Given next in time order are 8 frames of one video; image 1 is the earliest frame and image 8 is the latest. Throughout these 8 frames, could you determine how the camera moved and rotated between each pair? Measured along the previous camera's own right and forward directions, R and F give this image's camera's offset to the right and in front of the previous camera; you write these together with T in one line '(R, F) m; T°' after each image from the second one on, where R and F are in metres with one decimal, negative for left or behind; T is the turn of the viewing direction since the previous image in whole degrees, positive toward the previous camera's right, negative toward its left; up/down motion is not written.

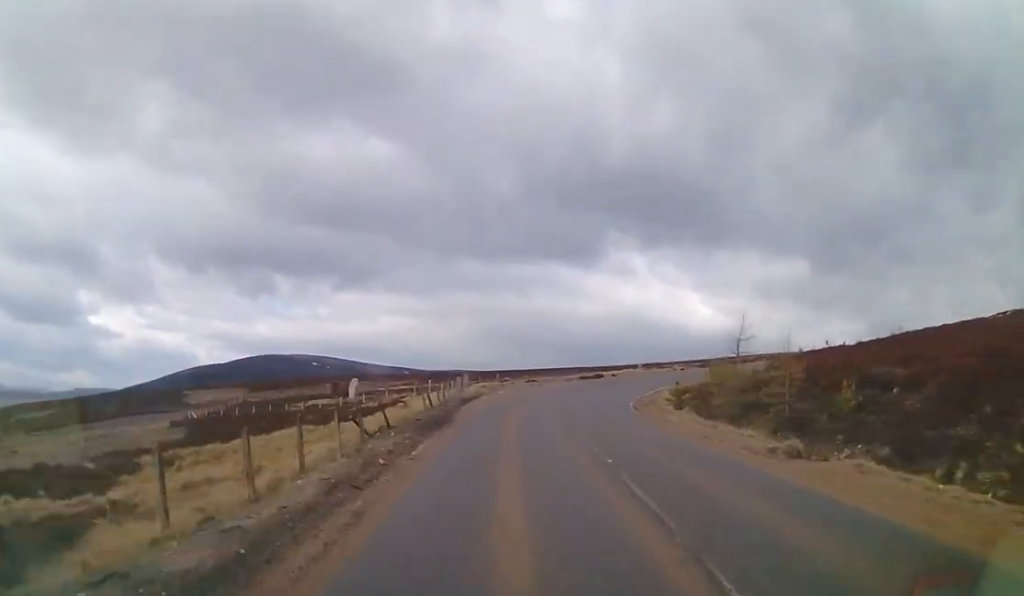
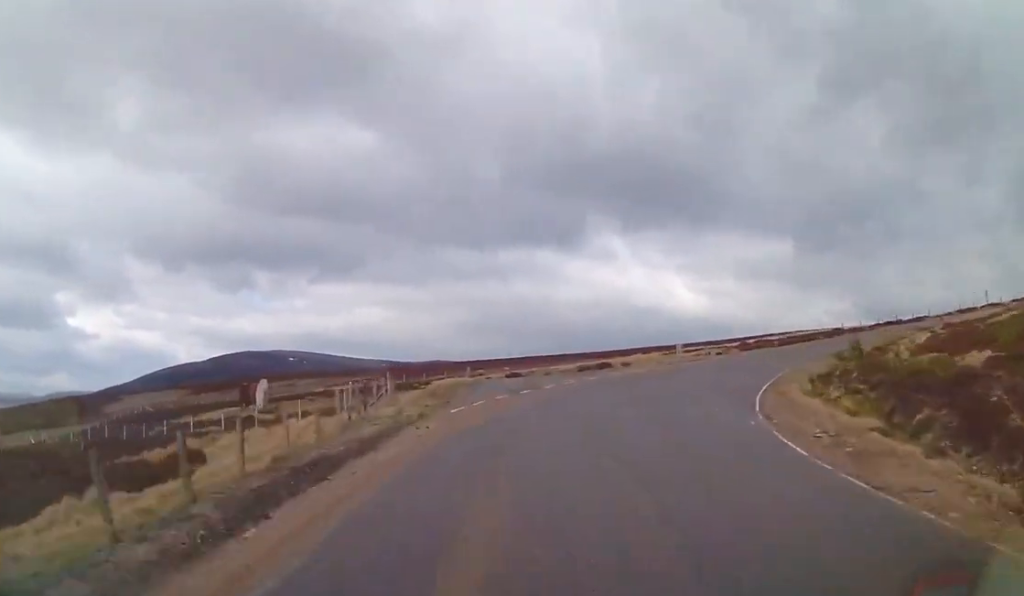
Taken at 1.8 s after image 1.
(-0.5, +19.5) m; +10°
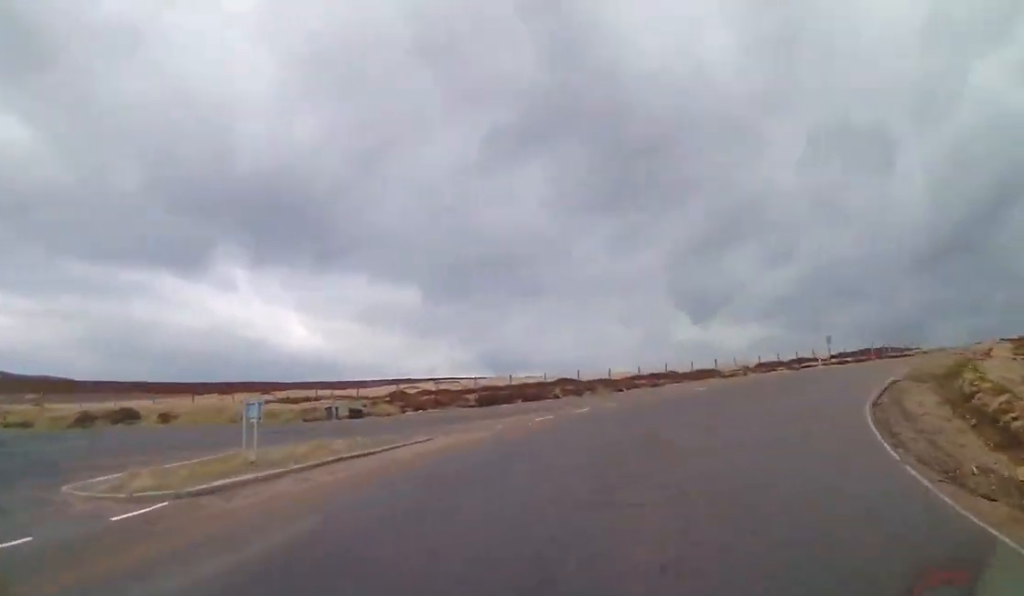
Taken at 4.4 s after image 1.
(+5.8, +26.1) m; +29°
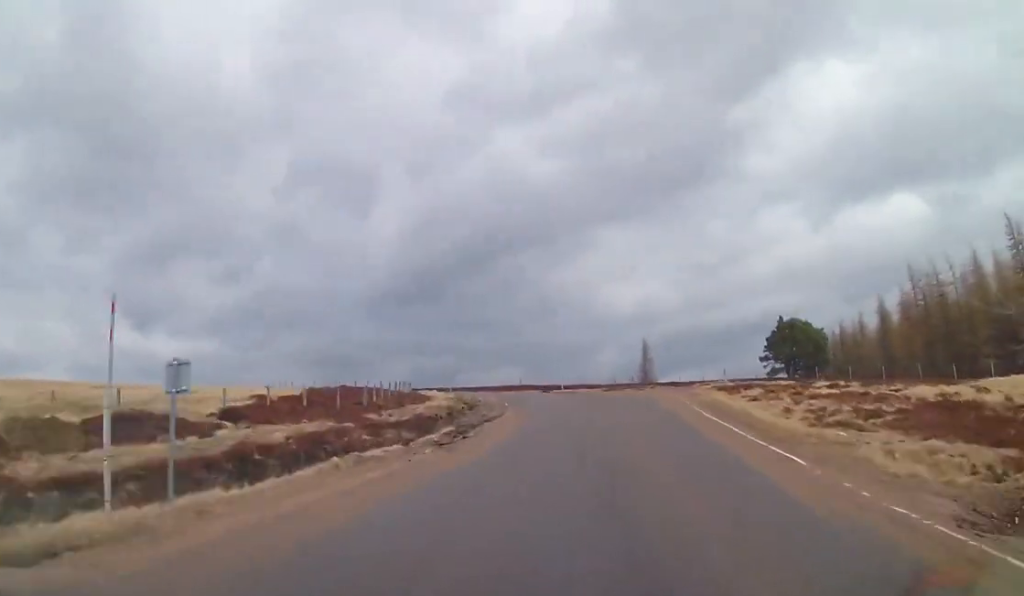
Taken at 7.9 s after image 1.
(+11.7, +30.0) m; +33°
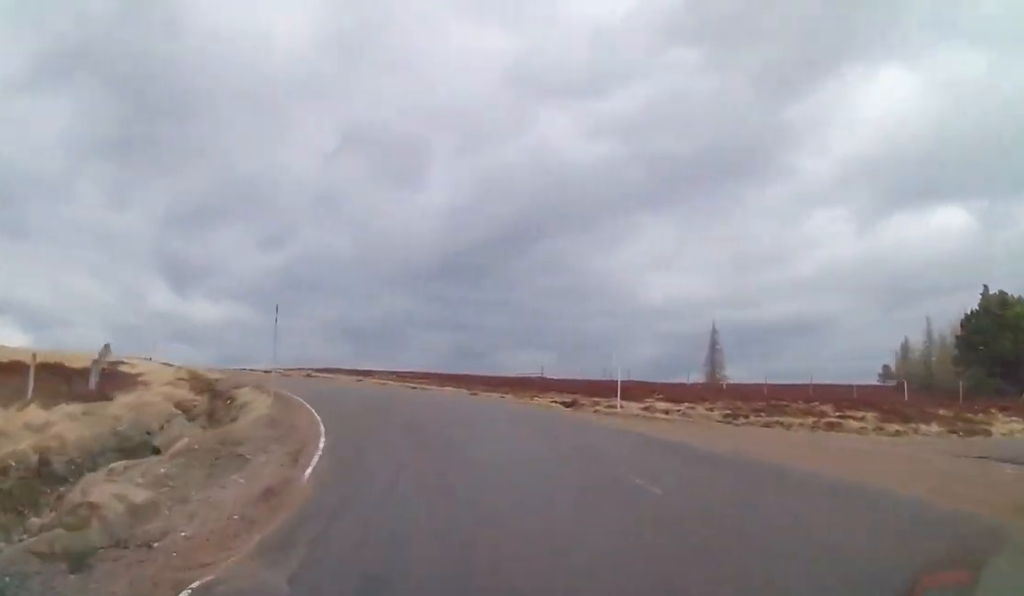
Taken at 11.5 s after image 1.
(+4.2, +34.4) m; -3°
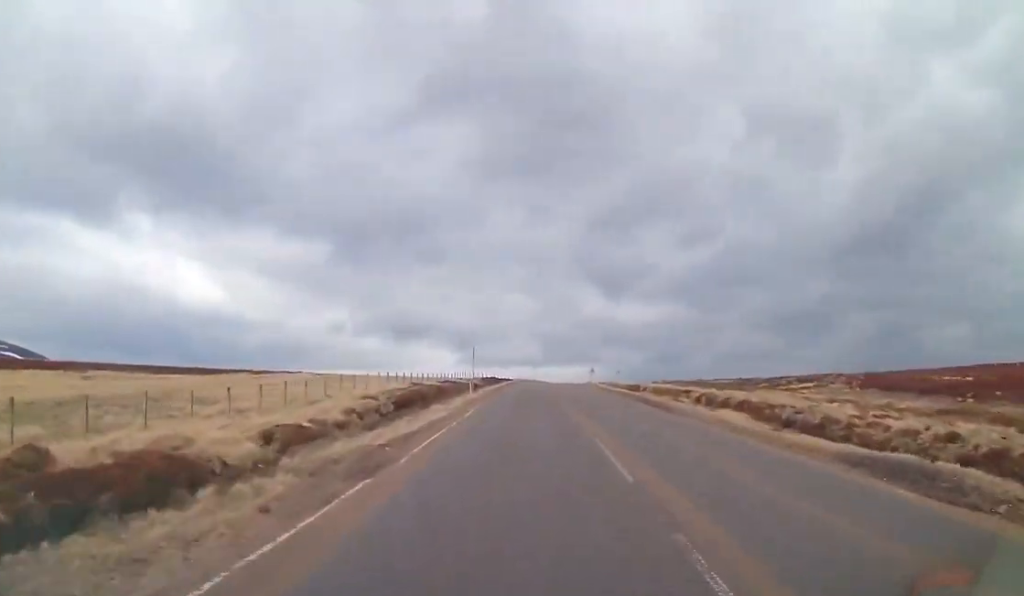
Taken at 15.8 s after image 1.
(-11.2, +41.0) m; -22°
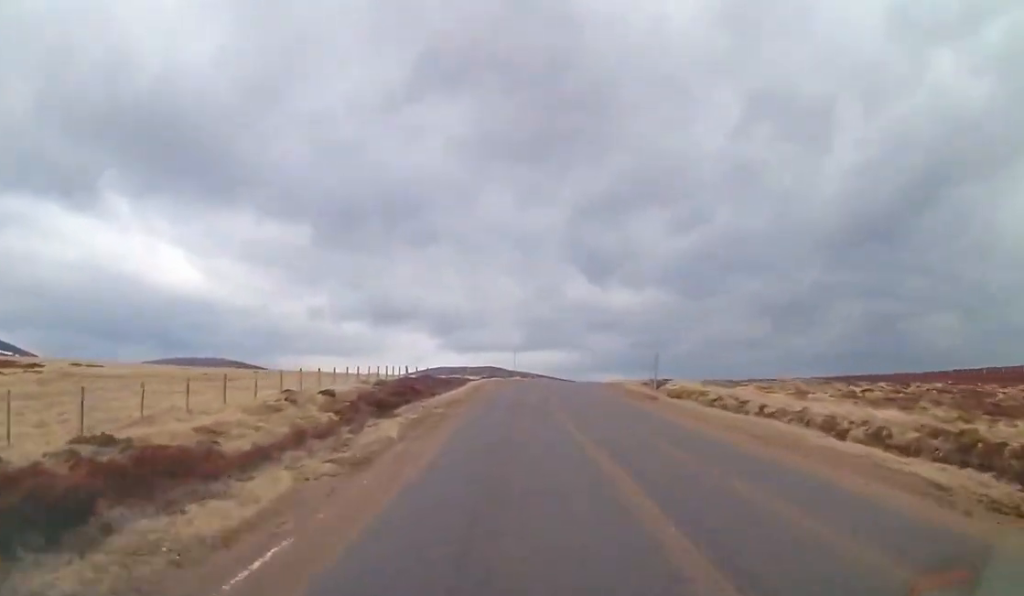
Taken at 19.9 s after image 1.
(-3.6, +44.4) m; -3°
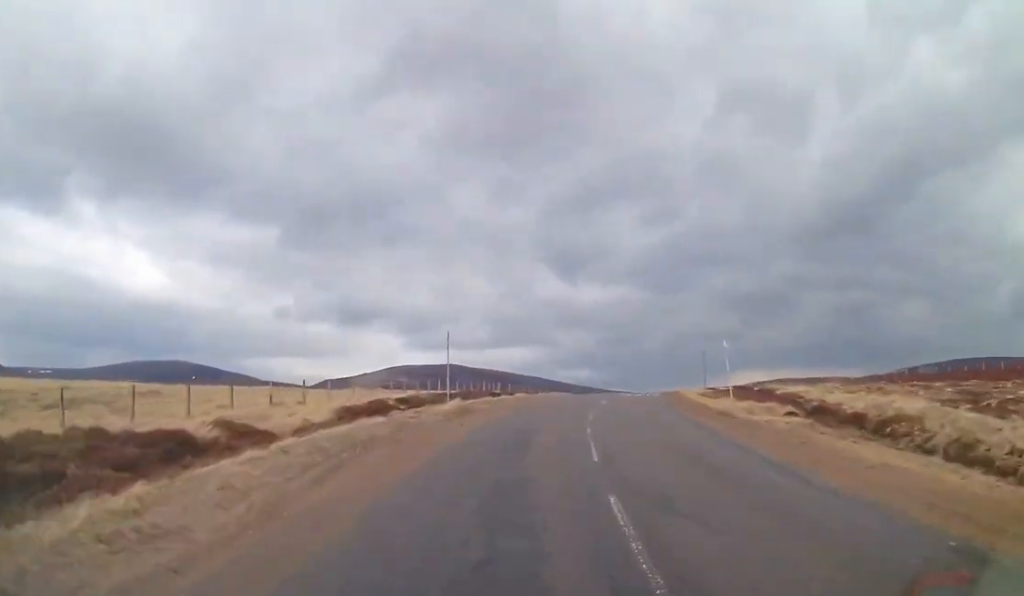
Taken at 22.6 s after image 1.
(+1.0, +33.3) m; +5°
